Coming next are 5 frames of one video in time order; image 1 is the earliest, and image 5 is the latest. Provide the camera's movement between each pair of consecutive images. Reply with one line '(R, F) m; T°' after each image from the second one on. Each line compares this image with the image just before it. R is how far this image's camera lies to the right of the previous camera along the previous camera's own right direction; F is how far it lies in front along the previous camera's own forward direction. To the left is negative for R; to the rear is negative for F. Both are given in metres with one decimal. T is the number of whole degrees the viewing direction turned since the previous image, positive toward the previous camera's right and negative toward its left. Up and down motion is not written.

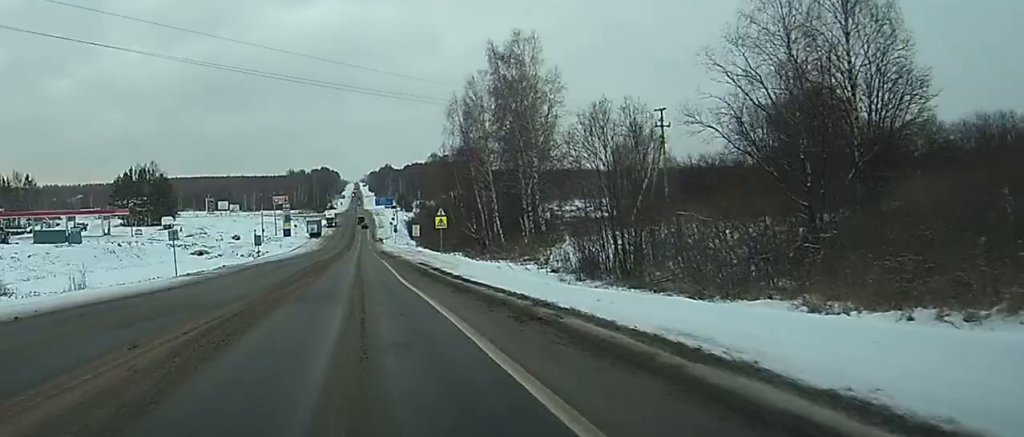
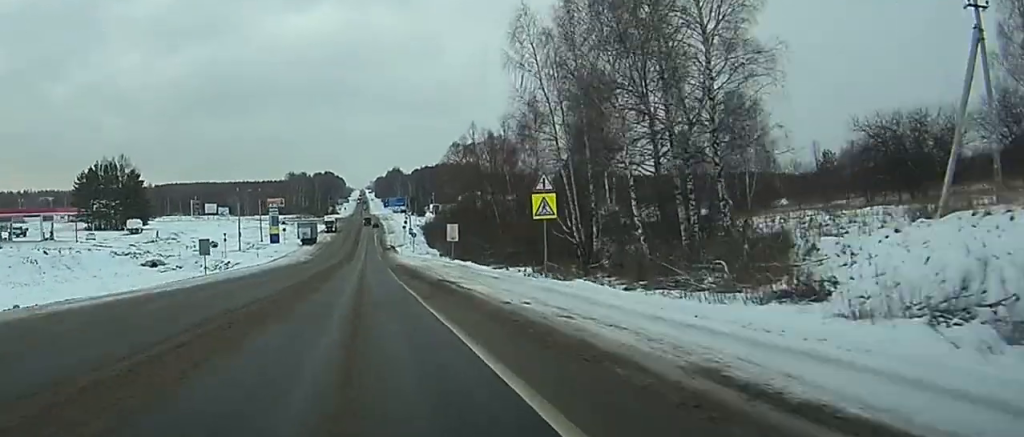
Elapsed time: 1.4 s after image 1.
(0.0, +41.5) m; 0°
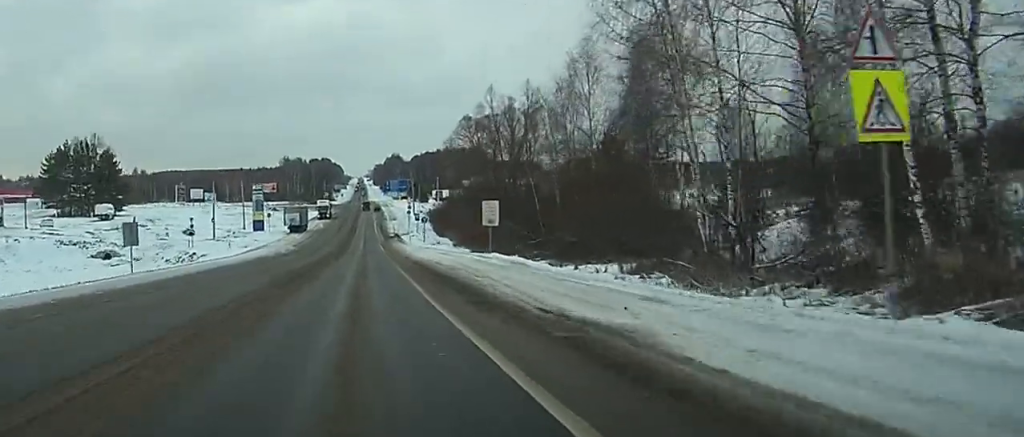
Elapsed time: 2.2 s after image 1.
(0.0, +22.8) m; 0°
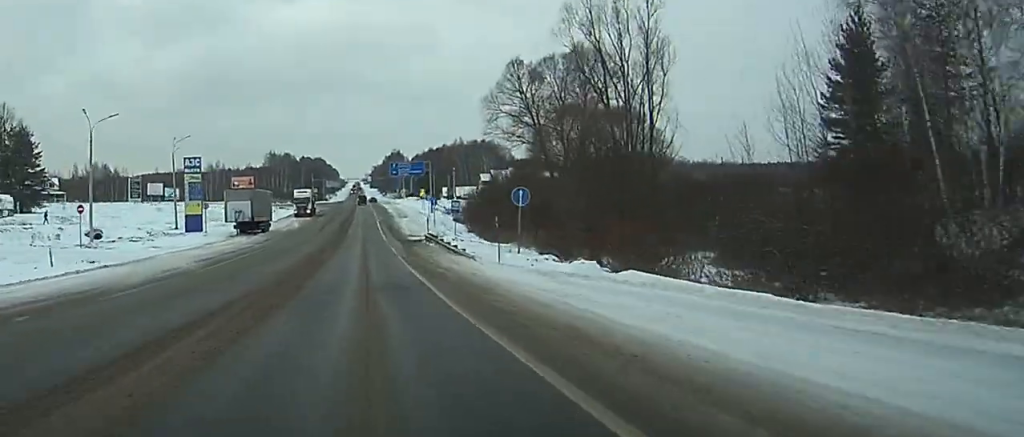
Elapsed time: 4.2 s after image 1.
(-0.1, +53.8) m; 0°
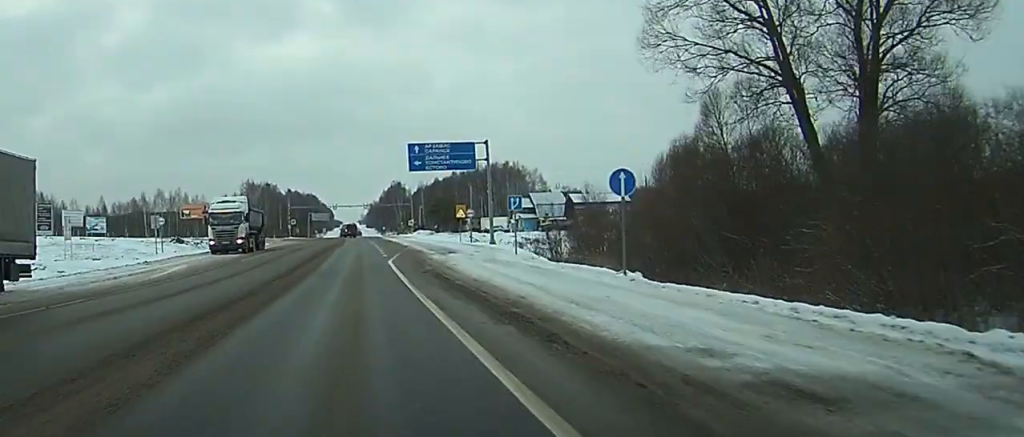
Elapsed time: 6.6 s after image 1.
(+0.1, +64.4) m; 0°
